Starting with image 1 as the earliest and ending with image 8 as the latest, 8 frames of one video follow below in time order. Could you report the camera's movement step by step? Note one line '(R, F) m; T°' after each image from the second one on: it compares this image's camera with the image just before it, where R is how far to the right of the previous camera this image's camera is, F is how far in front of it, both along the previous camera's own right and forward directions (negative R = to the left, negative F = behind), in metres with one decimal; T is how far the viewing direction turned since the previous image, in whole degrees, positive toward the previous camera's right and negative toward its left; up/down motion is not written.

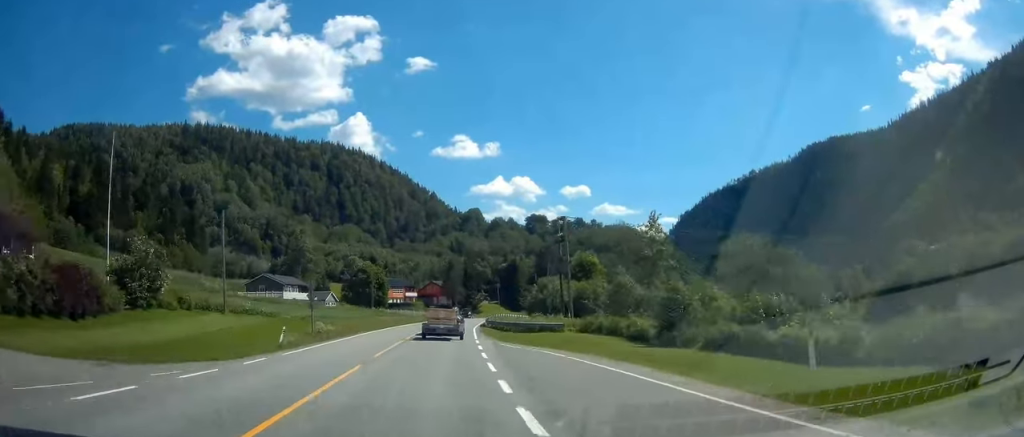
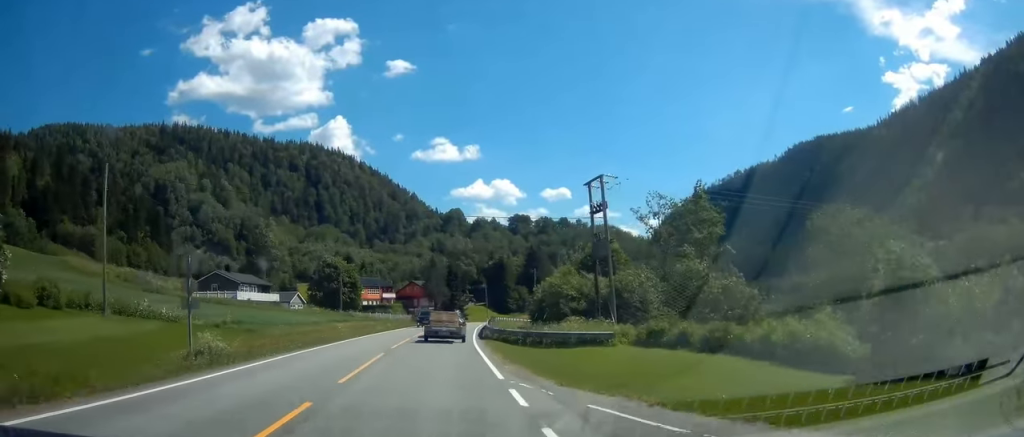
(0.0, +17.5) m; 0°
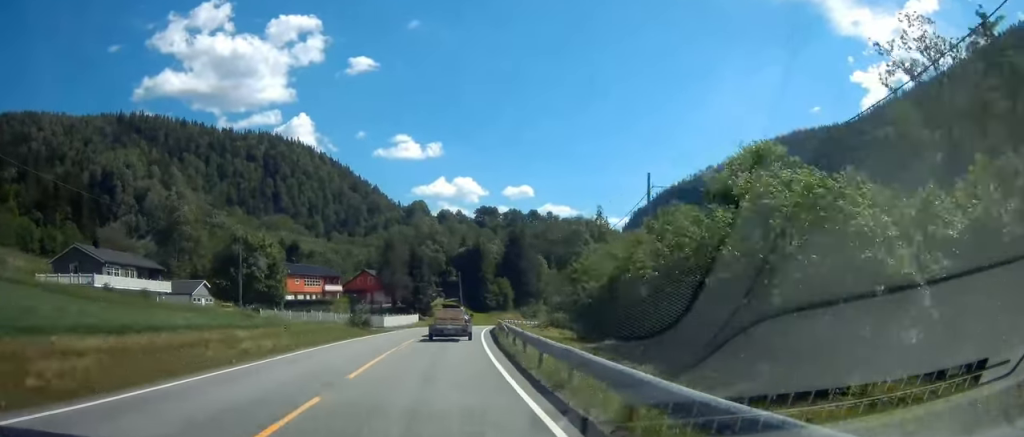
(+0.8, +34.7) m; +5°
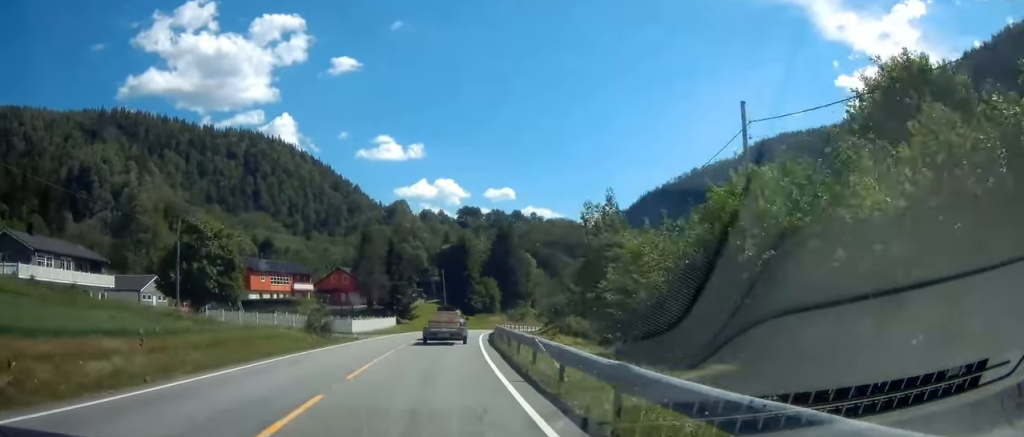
(+0.3, +10.9) m; +2°
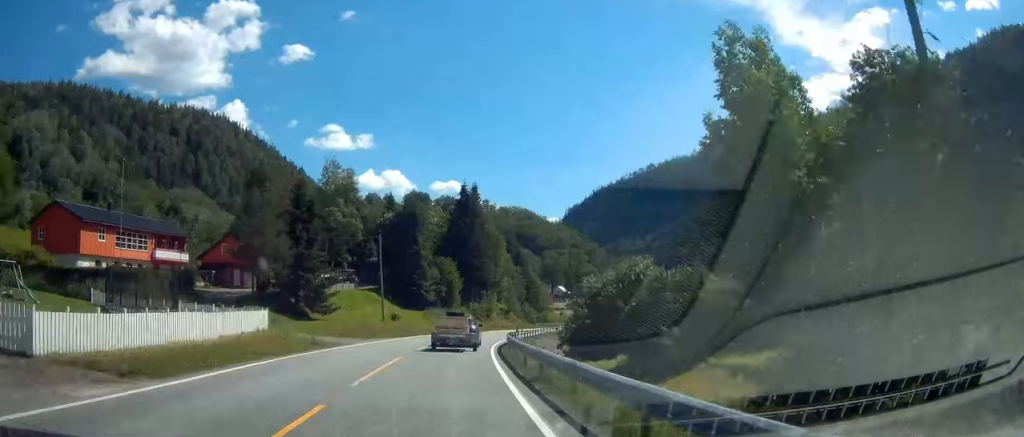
(+2.3, +37.5) m; +5°
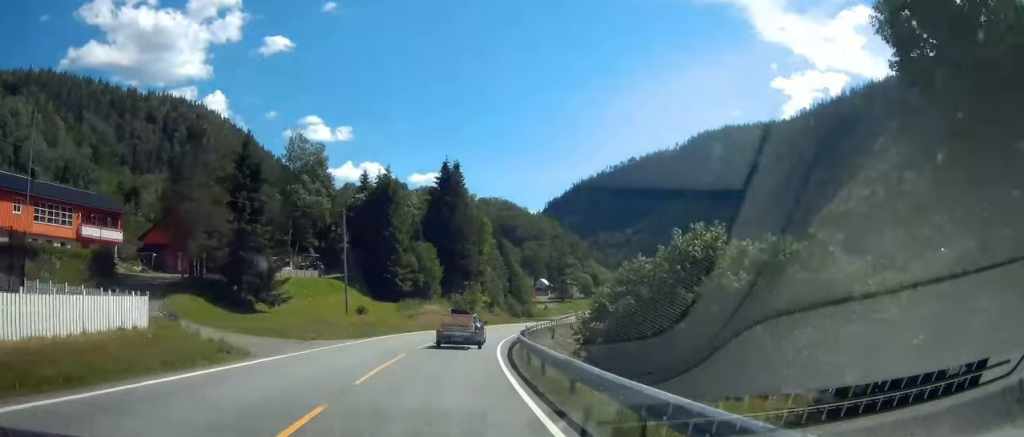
(0.0, +13.0) m; 0°
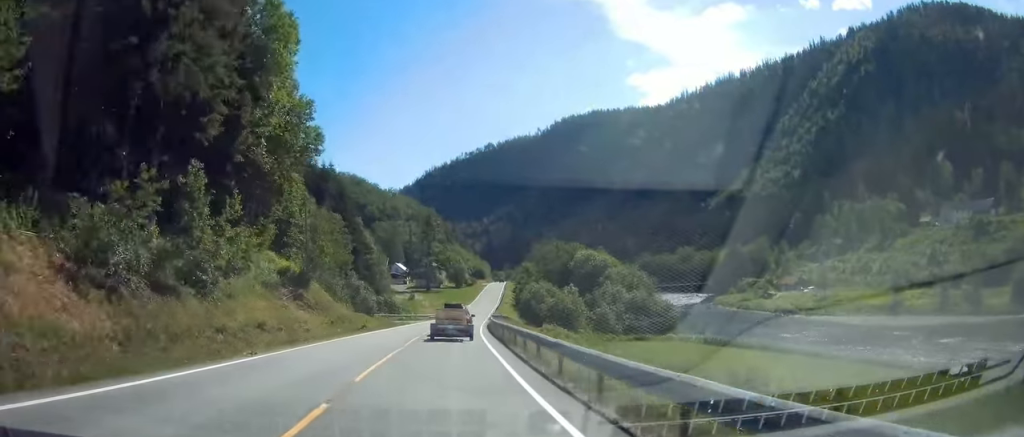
(+5.5, +73.7) m; +11°
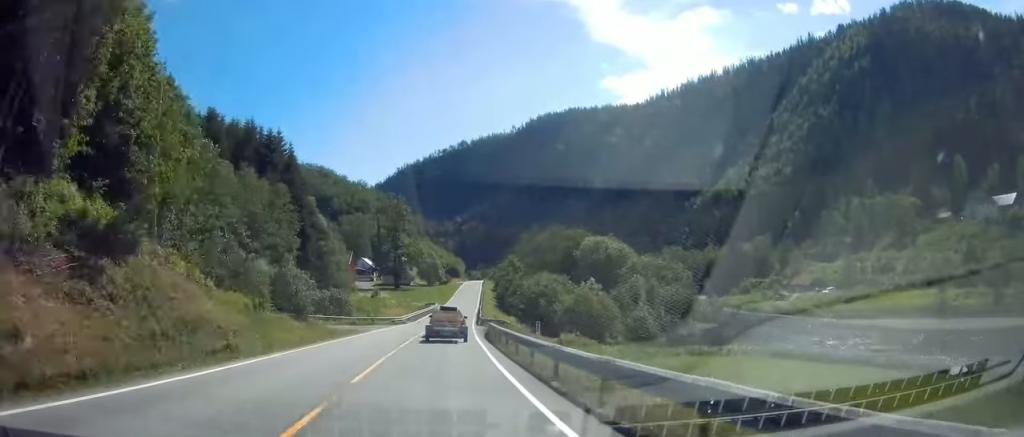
(+0.5, +23.7) m; +2°
